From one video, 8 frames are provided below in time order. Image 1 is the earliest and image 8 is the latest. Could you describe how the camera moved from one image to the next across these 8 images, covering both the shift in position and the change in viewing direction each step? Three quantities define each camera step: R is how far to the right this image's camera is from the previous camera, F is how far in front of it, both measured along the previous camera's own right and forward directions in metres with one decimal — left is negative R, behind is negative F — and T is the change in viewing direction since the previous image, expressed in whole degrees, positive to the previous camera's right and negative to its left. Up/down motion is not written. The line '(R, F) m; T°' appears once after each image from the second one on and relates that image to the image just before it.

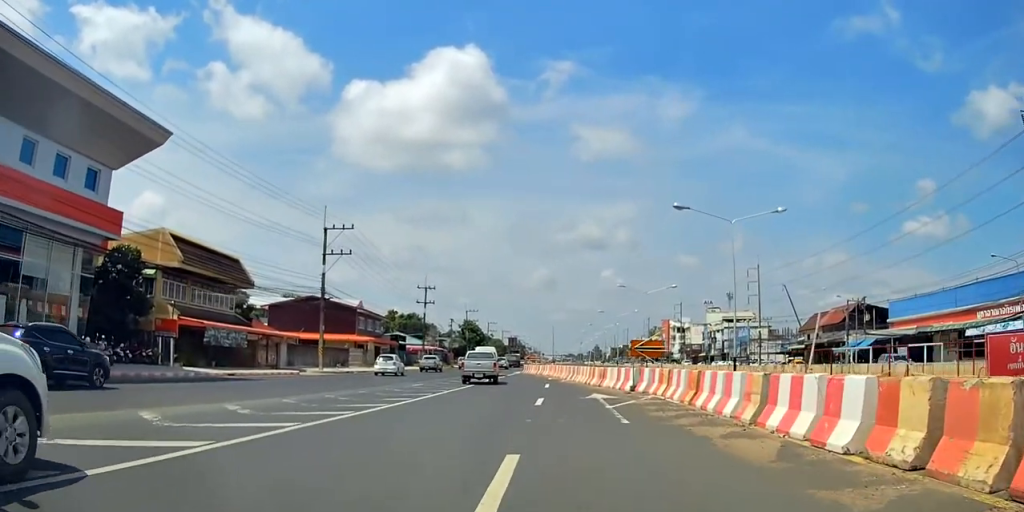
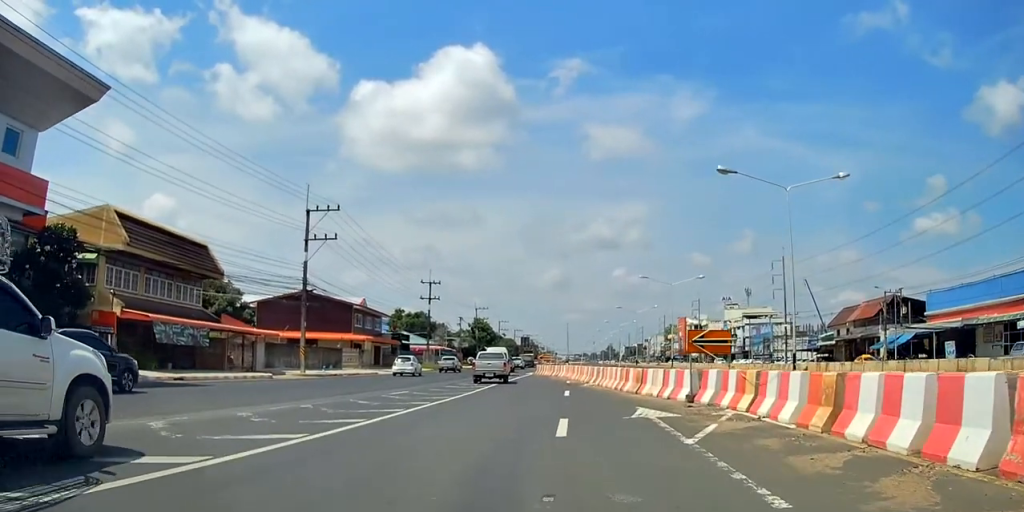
(-0.4, +6.8) m; -4°
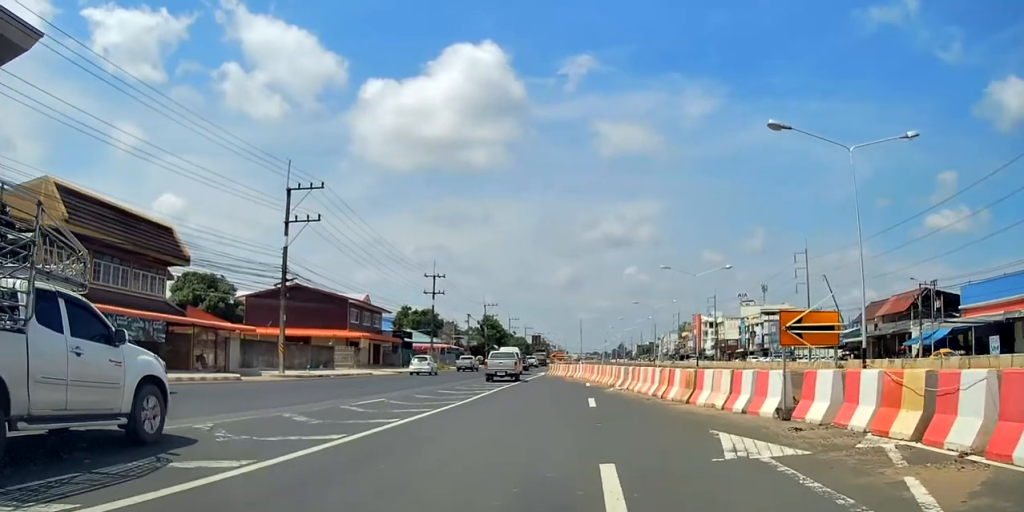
(-0.1, +5.7) m; +4°
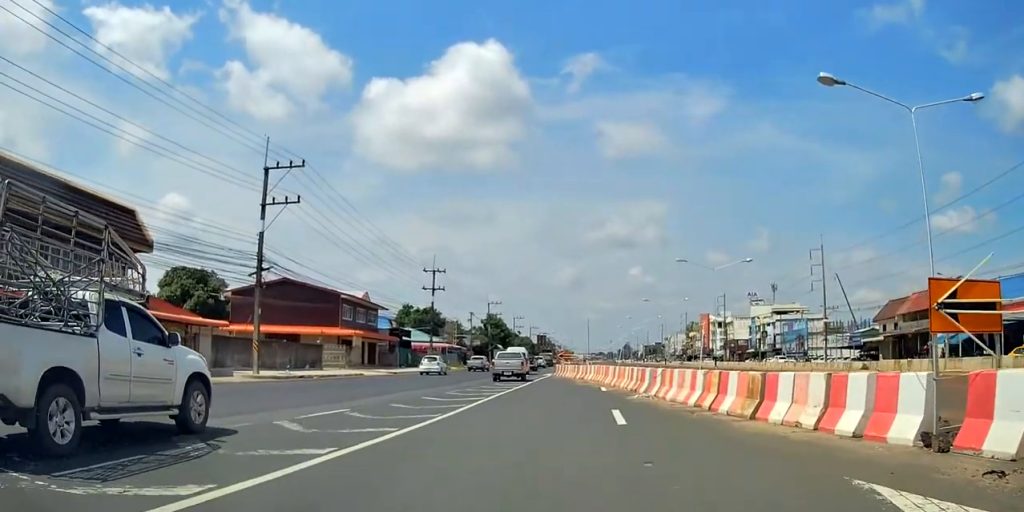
(+0.2, +4.3) m; +1°
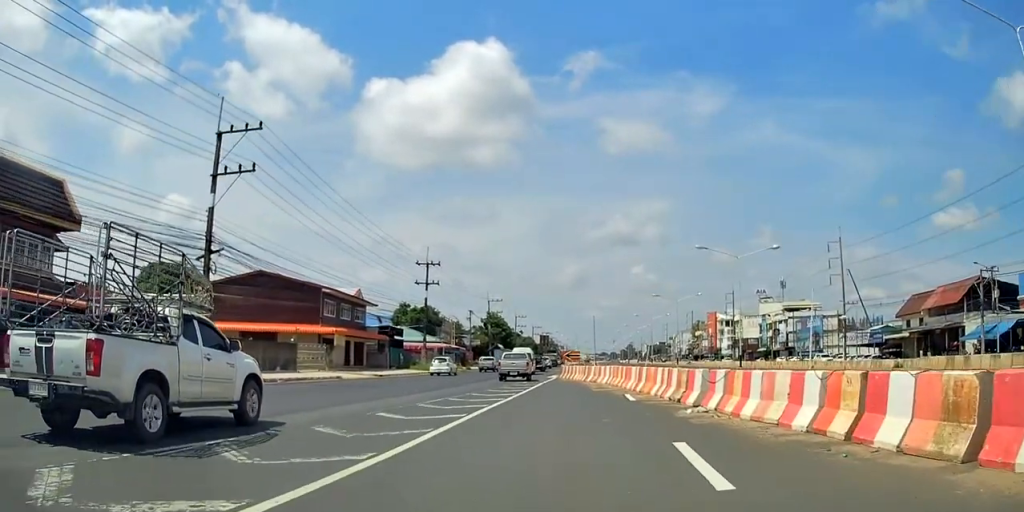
(+0.5, +5.2) m; 0°
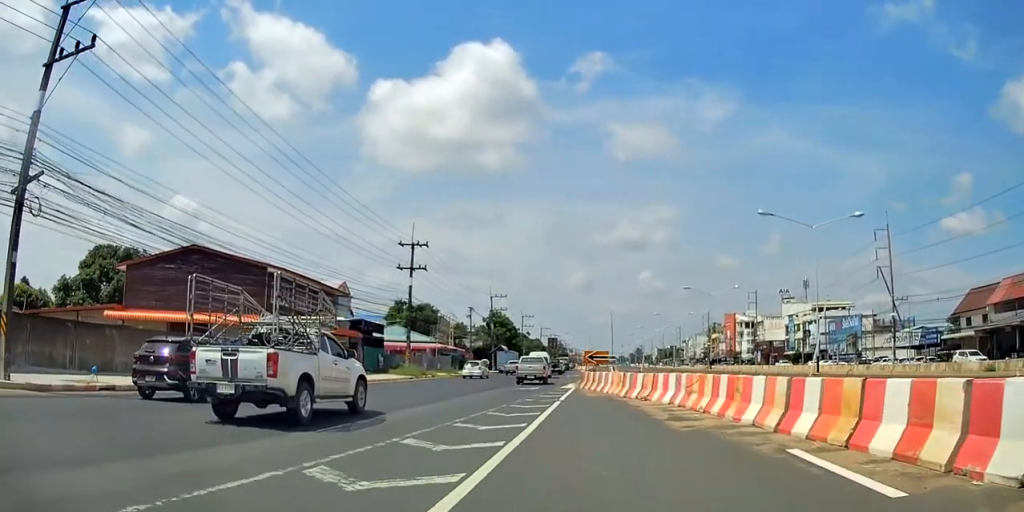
(-1.2, +11.3) m; -7°
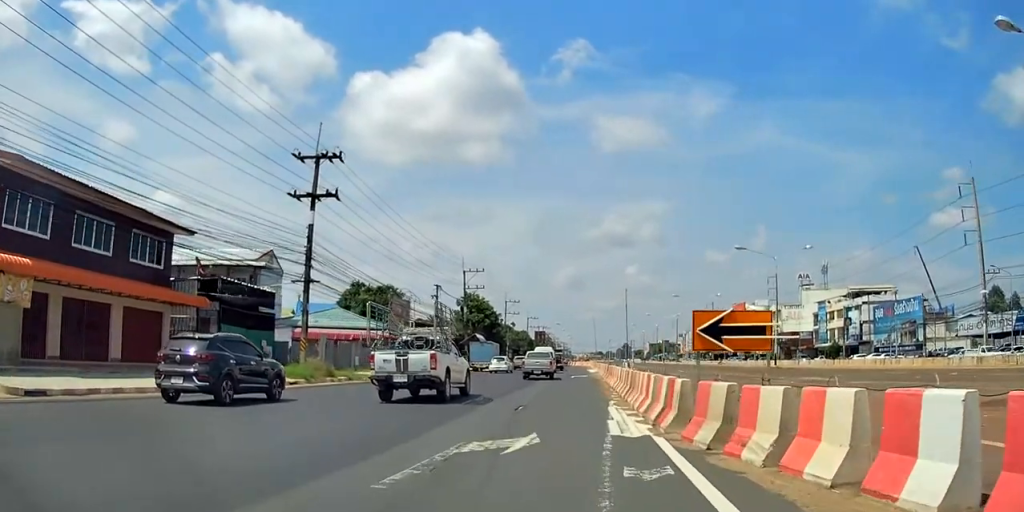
(-0.3, +21.3) m; -1°
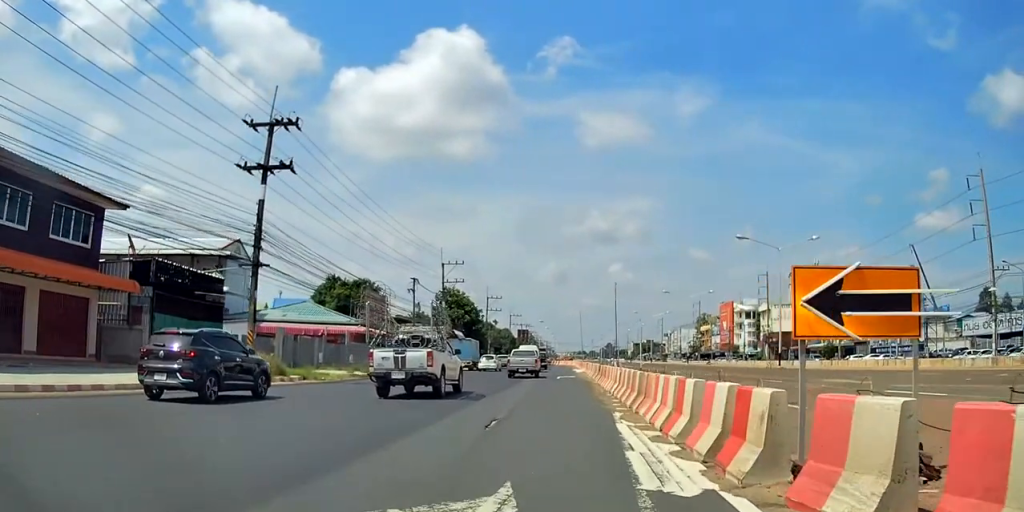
(0.0, +4.0) m; 0°
